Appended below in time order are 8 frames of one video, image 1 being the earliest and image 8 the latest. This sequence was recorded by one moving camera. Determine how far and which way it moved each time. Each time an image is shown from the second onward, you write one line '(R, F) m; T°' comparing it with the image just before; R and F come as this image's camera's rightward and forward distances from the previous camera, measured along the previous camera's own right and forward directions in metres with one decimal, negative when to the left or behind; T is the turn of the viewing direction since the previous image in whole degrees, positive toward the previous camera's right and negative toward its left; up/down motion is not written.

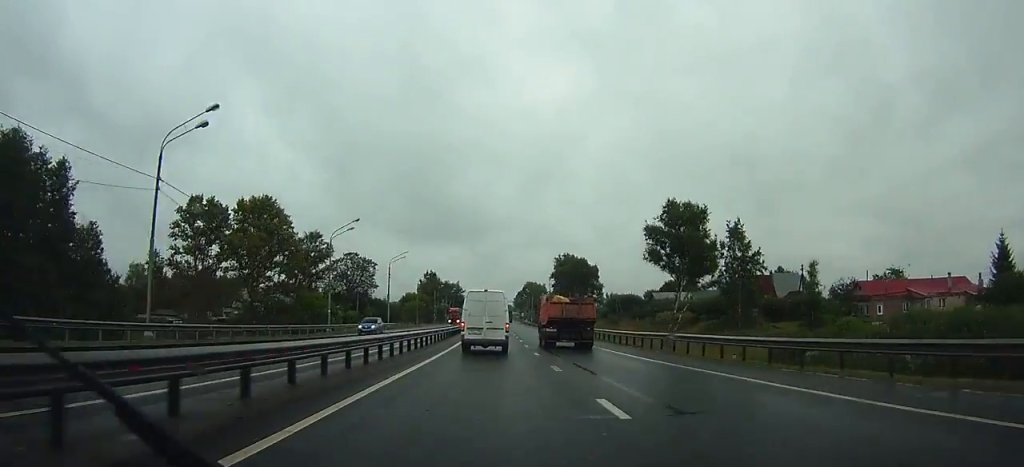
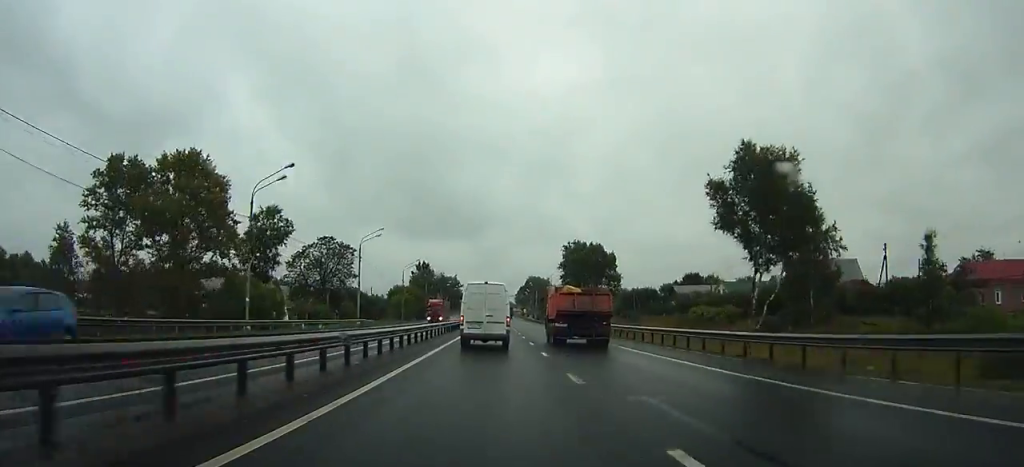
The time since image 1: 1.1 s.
(0.0, +20.9) m; 0°
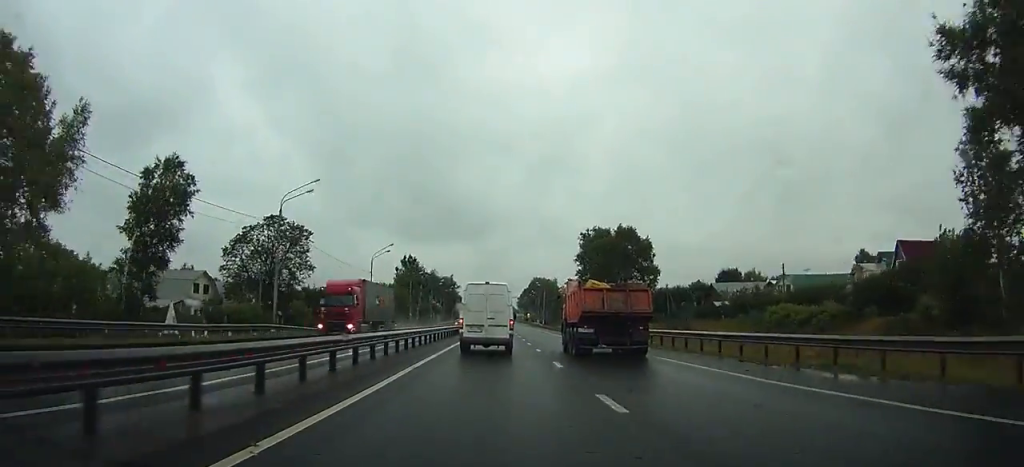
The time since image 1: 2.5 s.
(+0.2, +28.8) m; 0°
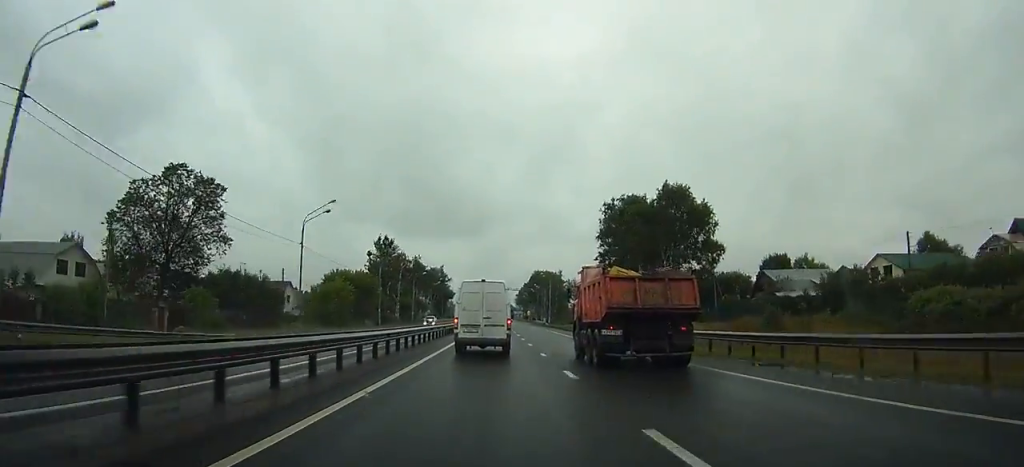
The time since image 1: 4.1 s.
(0.0, +29.8) m; 0°
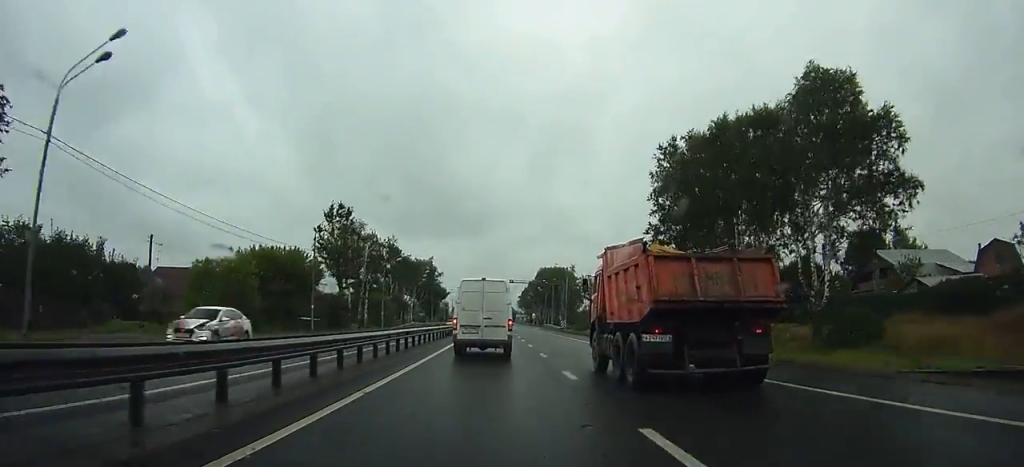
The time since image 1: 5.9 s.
(0.0, +35.8) m; 0°
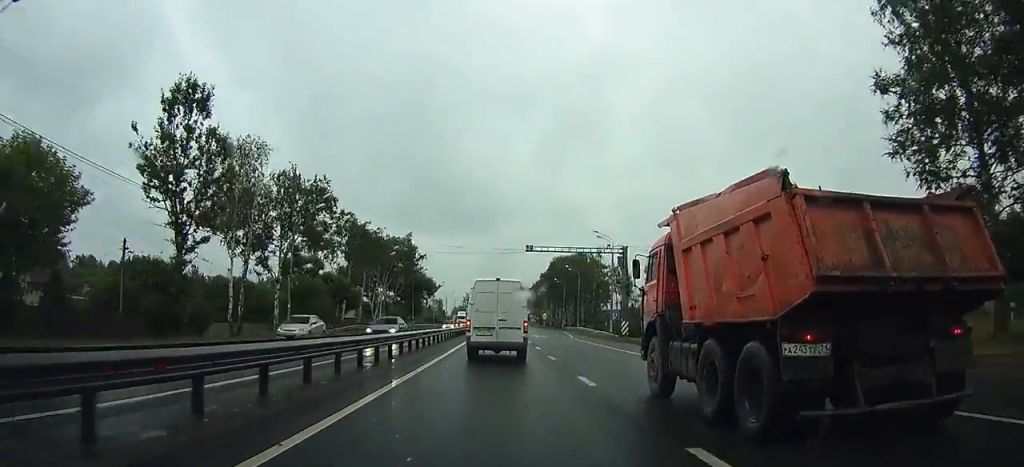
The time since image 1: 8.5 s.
(0.0, +47.0) m; 0°
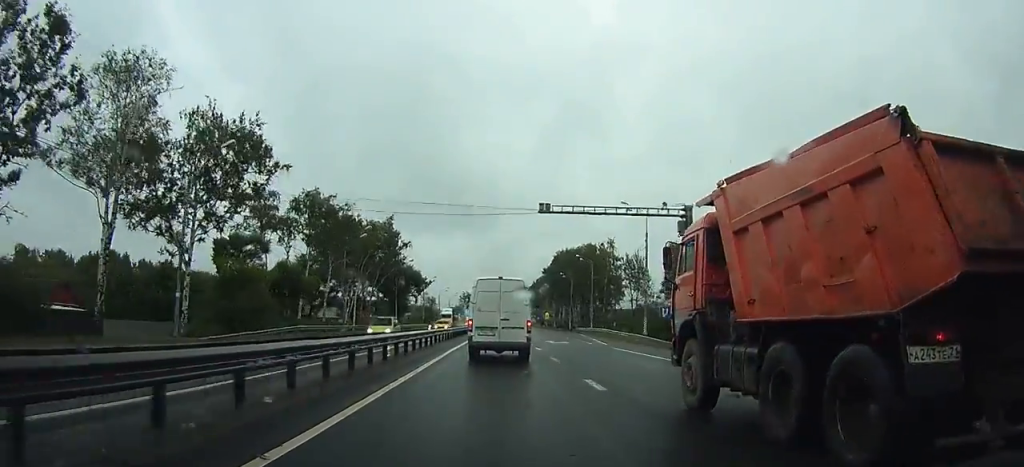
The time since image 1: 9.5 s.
(0.0, +18.8) m; 0°
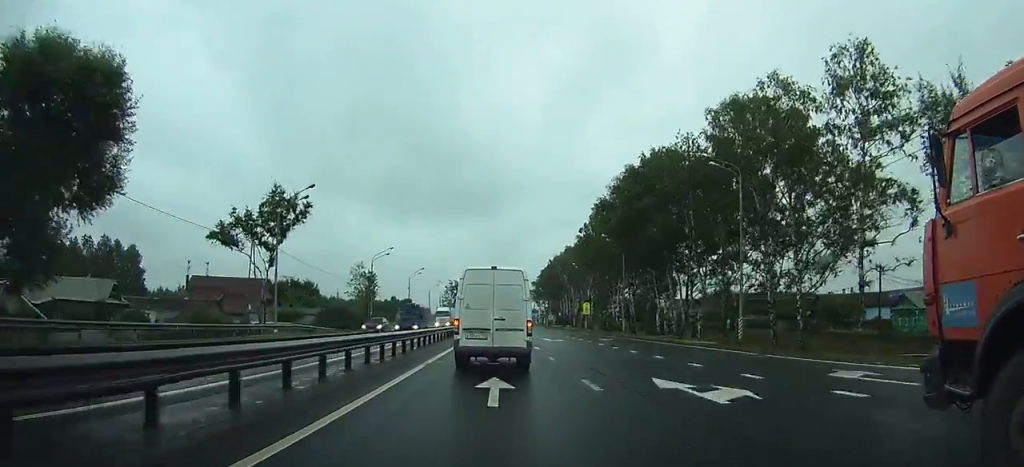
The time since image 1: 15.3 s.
(0.0, +92.1) m; 0°
